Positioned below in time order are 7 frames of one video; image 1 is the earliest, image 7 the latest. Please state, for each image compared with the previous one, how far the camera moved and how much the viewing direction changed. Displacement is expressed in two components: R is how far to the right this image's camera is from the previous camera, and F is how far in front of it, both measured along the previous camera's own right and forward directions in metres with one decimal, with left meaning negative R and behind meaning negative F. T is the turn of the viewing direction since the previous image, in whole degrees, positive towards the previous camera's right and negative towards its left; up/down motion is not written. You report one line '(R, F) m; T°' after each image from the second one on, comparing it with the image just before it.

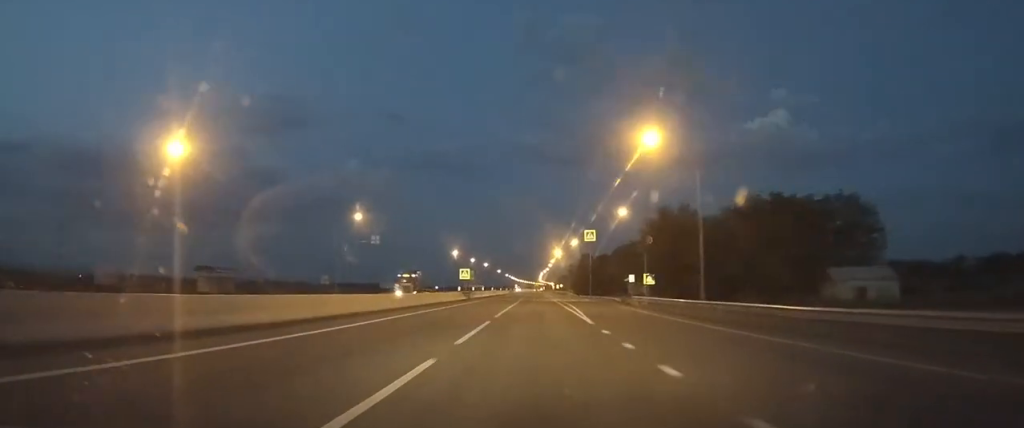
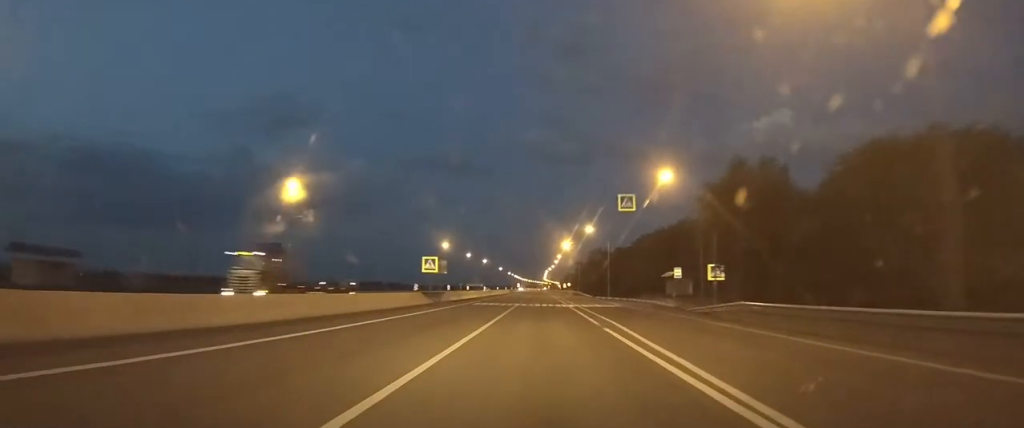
(-0.1, +23.4) m; -1°
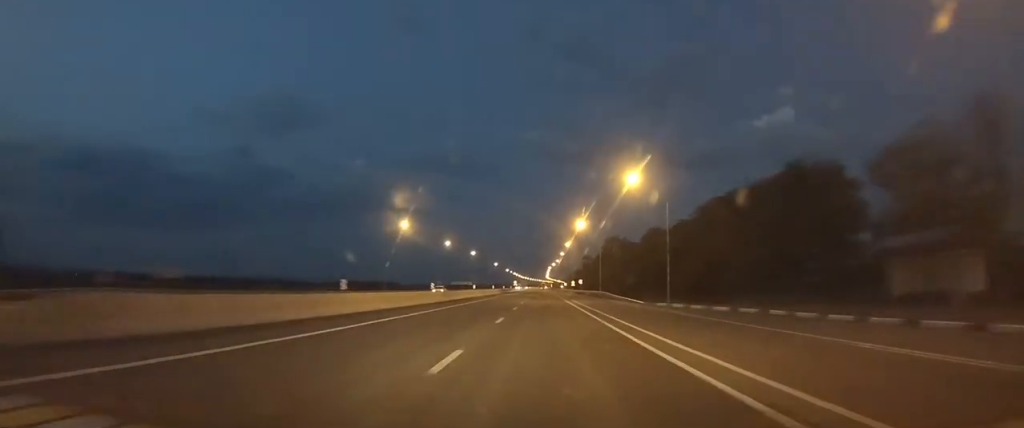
(-0.3, +42.7) m; -1°
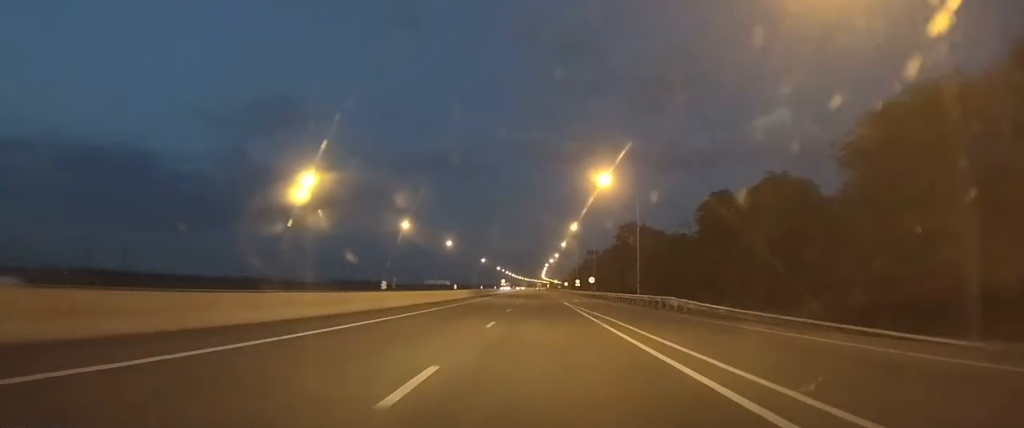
(0.0, +37.6) m; 0°
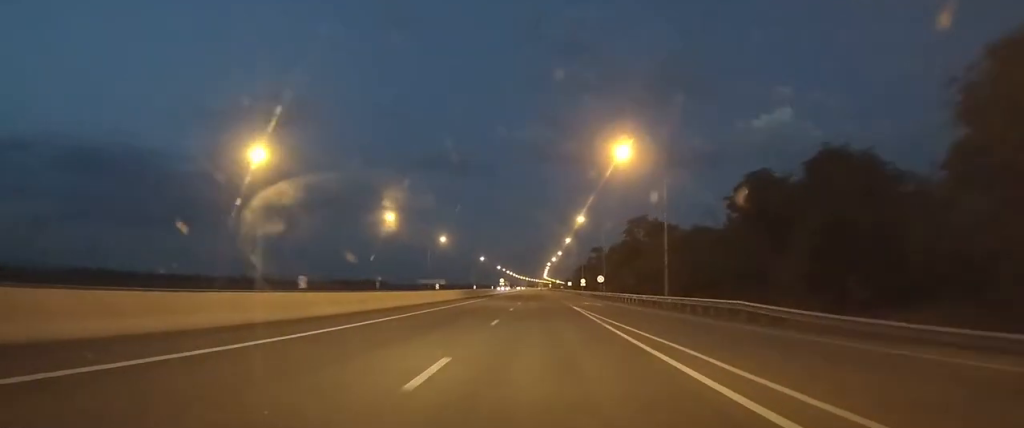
(-0.1, +10.6) m; 0°
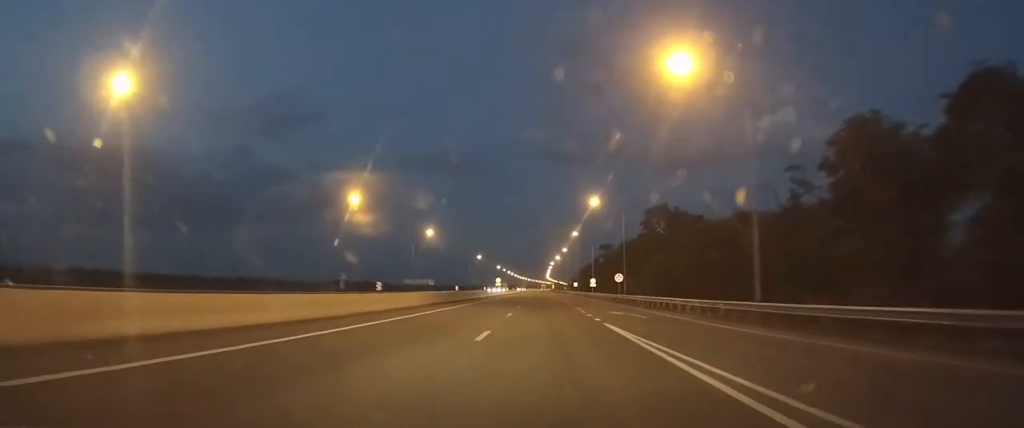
(0.0, +16.8) m; 0°
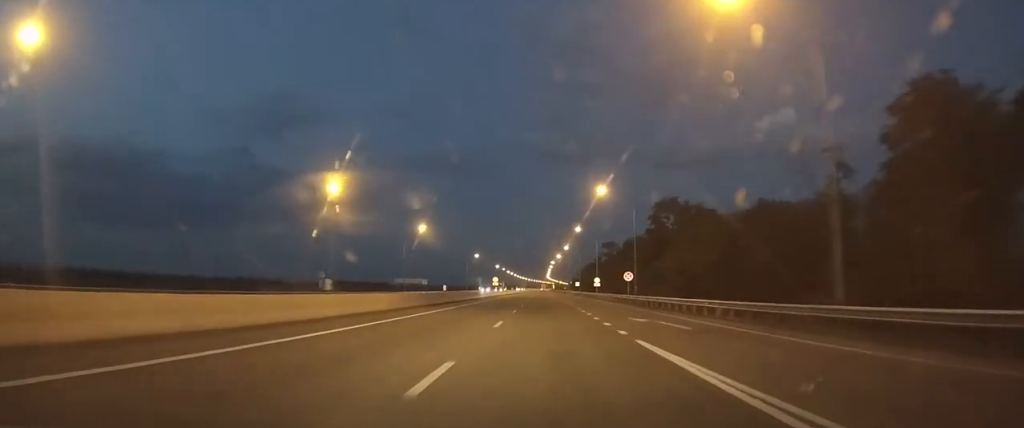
(0.0, +6.9) m; 0°
